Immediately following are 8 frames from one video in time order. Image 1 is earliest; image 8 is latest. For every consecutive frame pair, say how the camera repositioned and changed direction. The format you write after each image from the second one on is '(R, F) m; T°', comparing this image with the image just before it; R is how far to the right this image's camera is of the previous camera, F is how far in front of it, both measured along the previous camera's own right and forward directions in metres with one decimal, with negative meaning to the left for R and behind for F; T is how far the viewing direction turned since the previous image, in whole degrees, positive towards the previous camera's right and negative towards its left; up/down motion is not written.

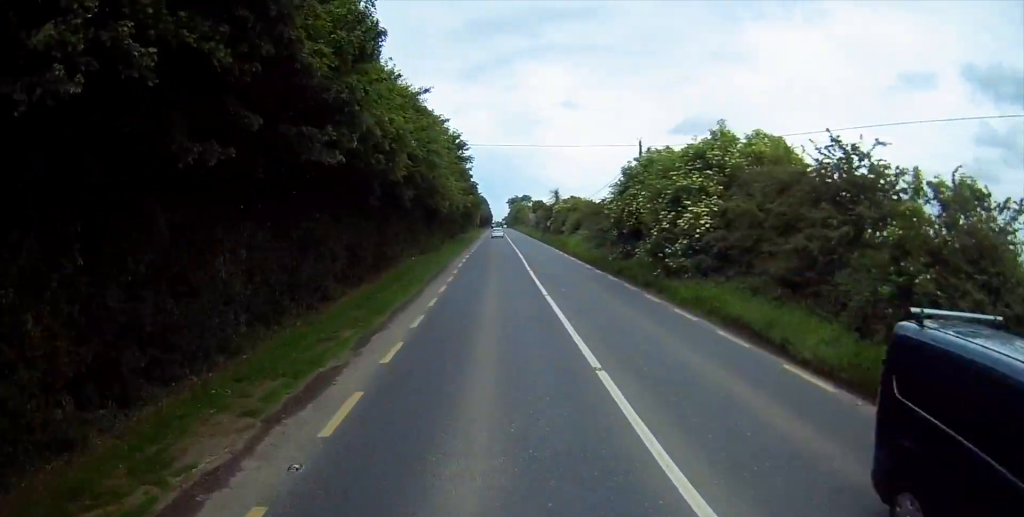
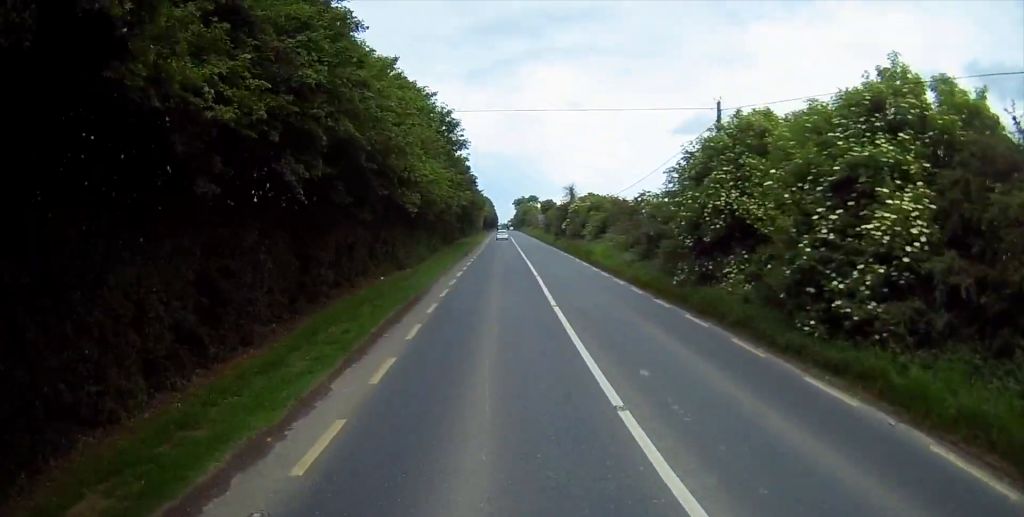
(-0.1, +13.0) m; -1°
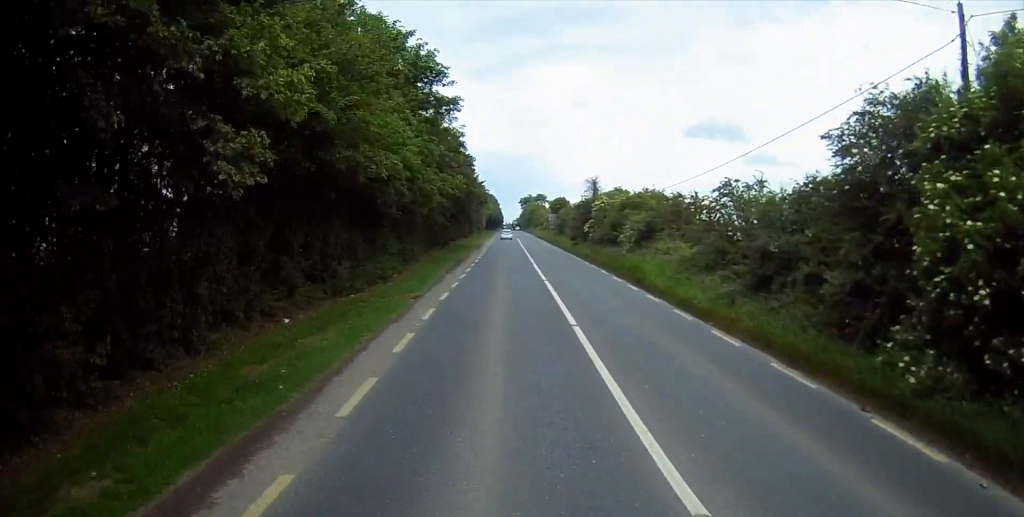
(-0.1, +14.2) m; 0°
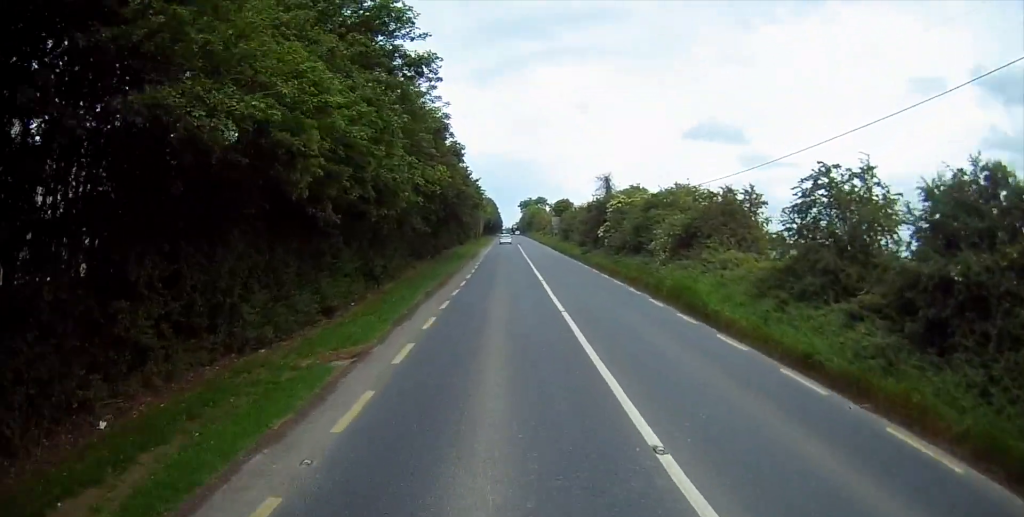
(0.0, +8.4) m; 0°
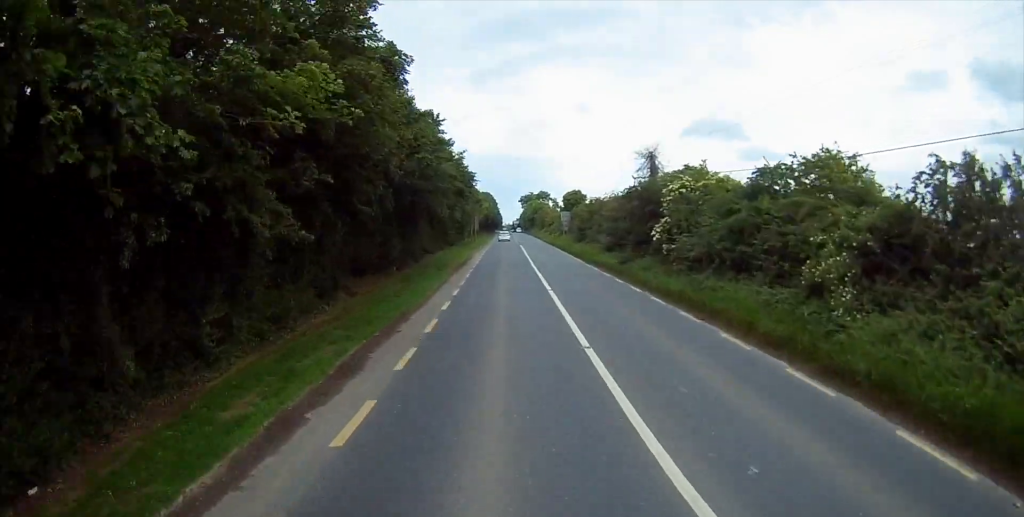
(0.0, +16.2) m; 0°
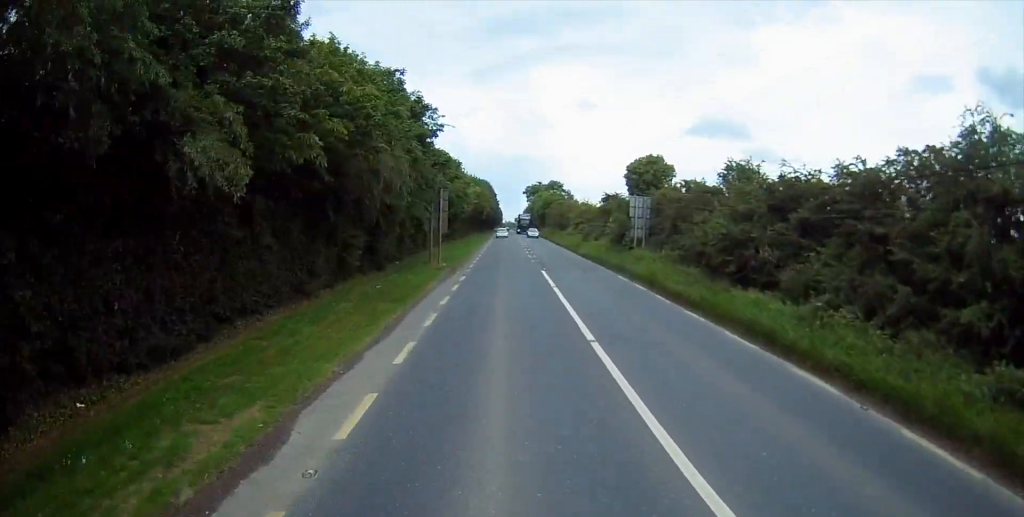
(-0.6, +43.4) m; 0°
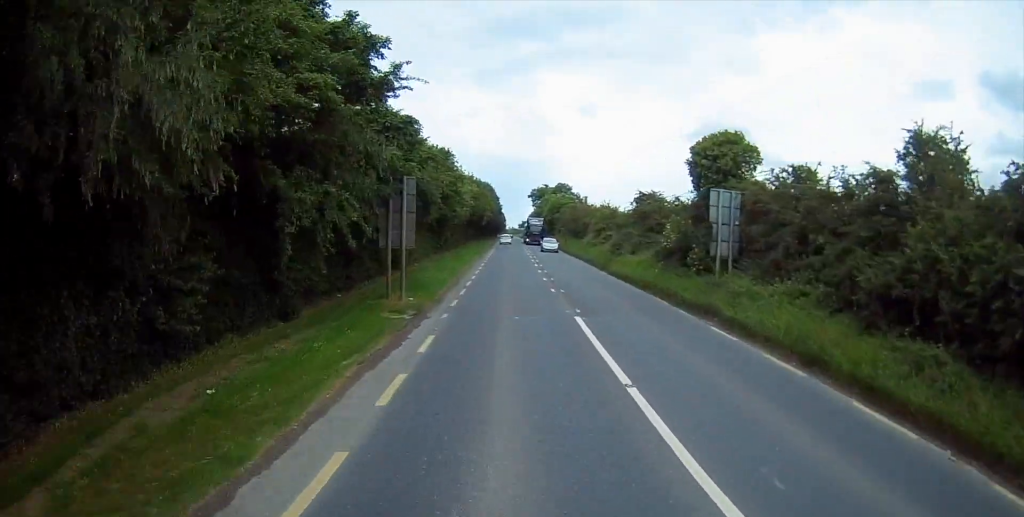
(+0.3, +13.9) m; 0°
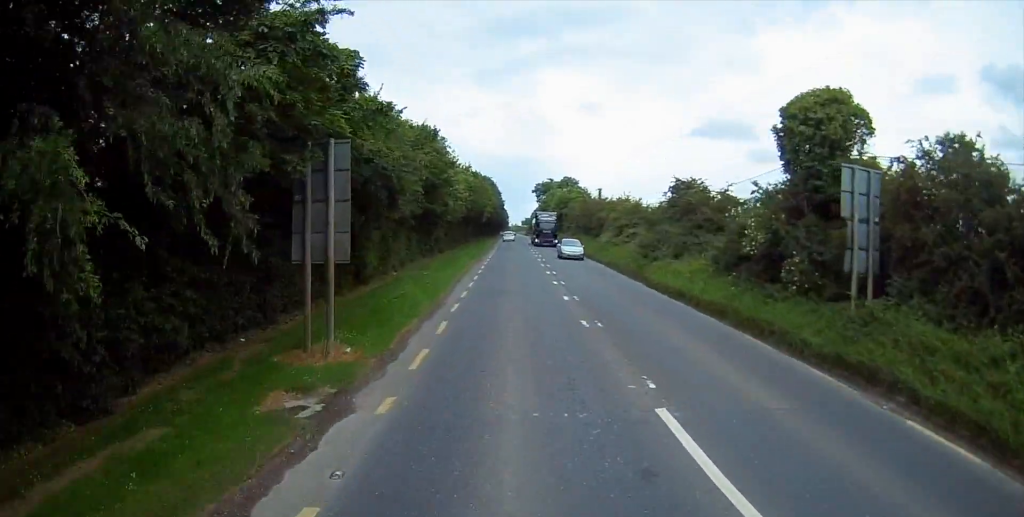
(+0.1, +9.3) m; 0°
